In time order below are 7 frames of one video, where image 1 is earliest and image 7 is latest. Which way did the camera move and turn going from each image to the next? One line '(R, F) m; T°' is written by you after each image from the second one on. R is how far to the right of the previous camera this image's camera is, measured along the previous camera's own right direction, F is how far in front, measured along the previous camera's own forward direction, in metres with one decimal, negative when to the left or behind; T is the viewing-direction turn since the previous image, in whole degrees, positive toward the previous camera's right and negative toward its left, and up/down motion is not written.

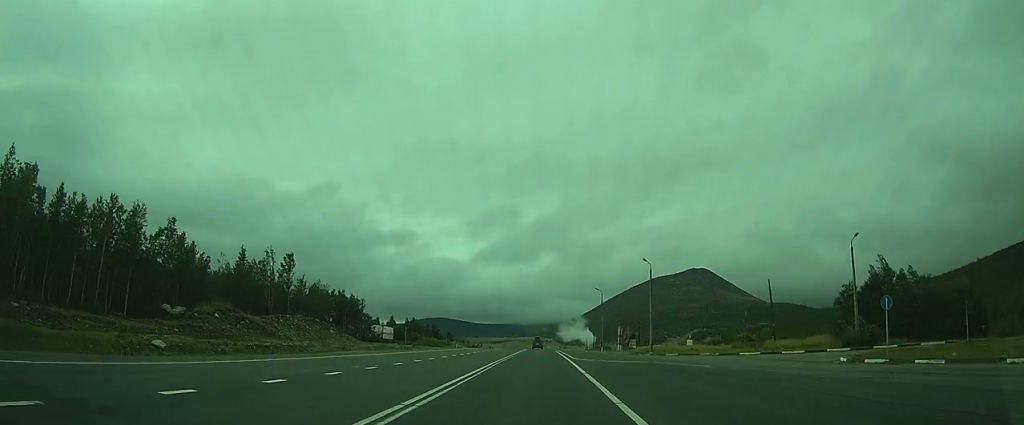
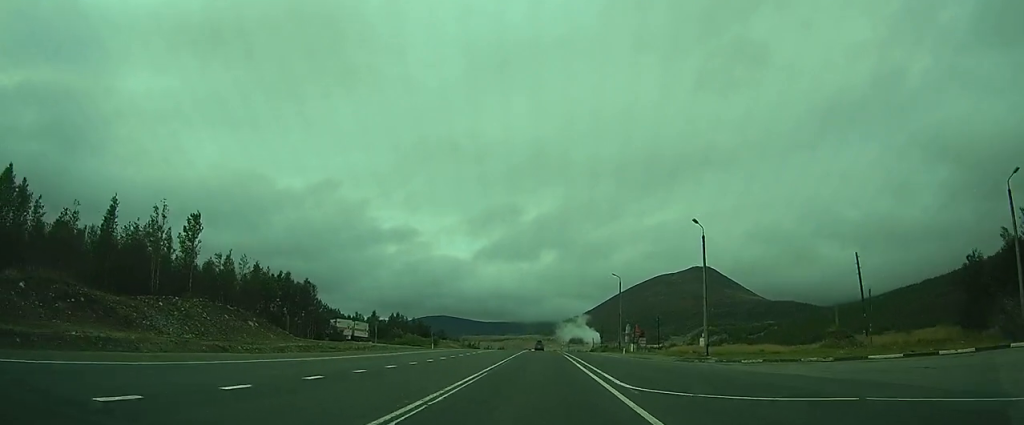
(0.0, +21.4) m; 0°
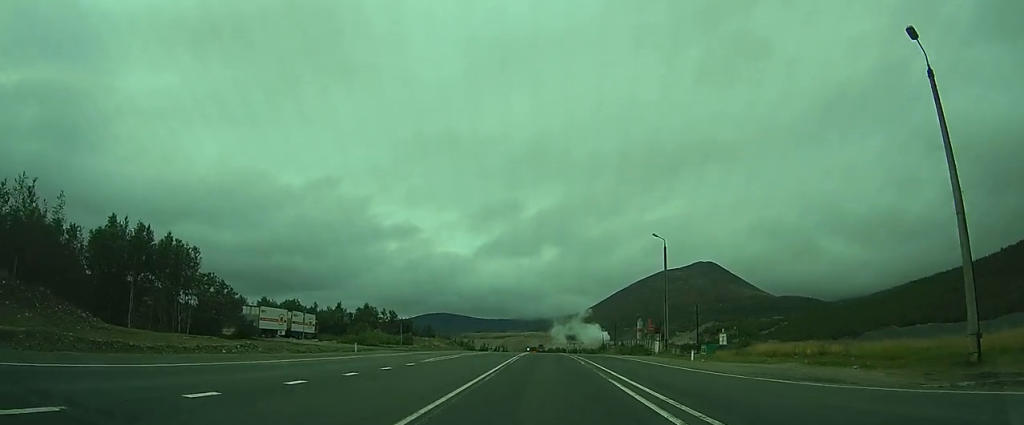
(-0.2, +28.7) m; 0°
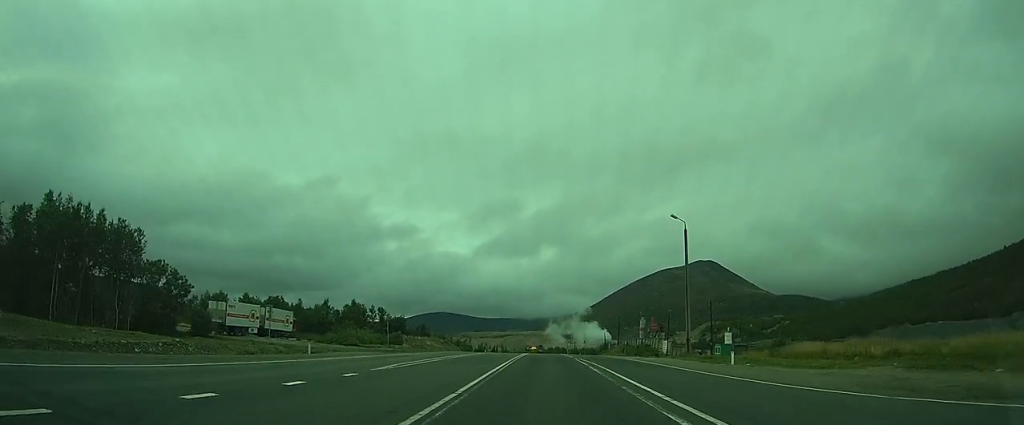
(-0.1, +7.9) m; +1°
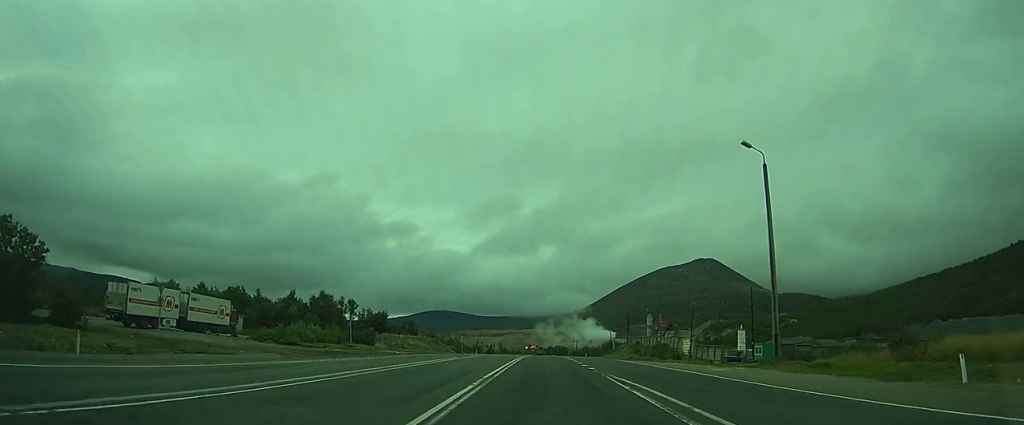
(+0.3, +16.8) m; 0°
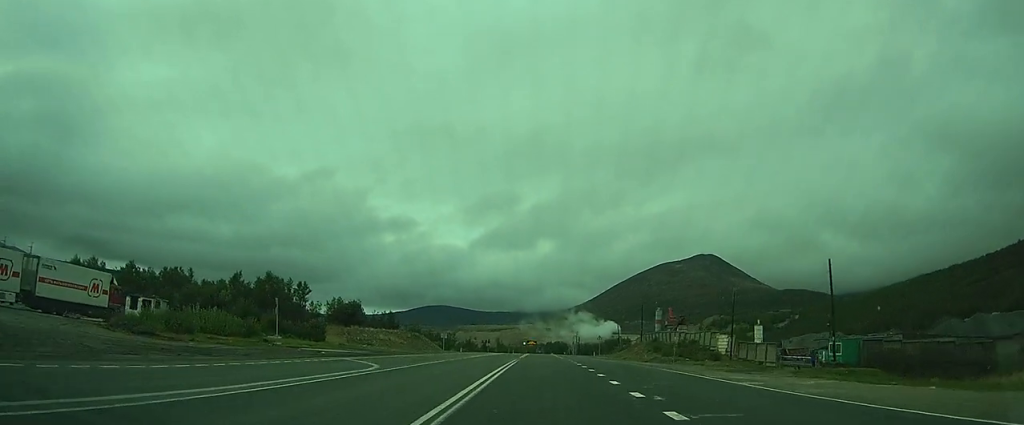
(-0.2, +19.5) m; -1°
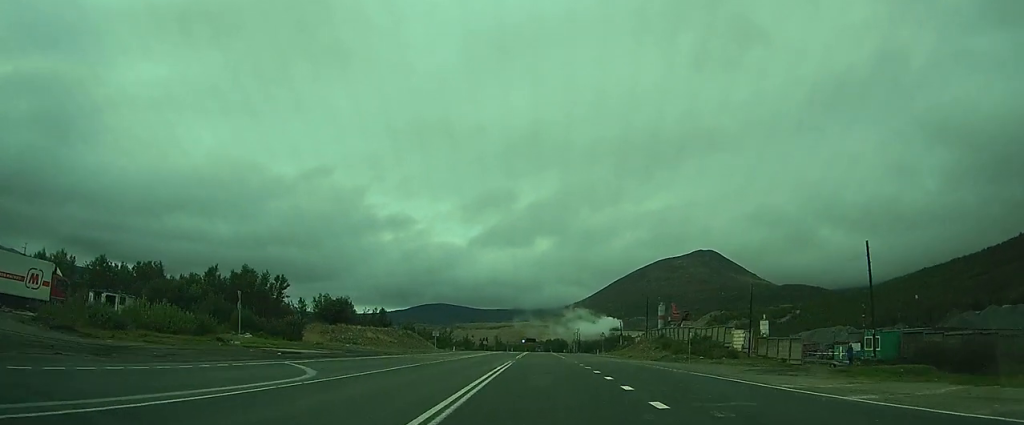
(0.0, +6.3) m; 0°
